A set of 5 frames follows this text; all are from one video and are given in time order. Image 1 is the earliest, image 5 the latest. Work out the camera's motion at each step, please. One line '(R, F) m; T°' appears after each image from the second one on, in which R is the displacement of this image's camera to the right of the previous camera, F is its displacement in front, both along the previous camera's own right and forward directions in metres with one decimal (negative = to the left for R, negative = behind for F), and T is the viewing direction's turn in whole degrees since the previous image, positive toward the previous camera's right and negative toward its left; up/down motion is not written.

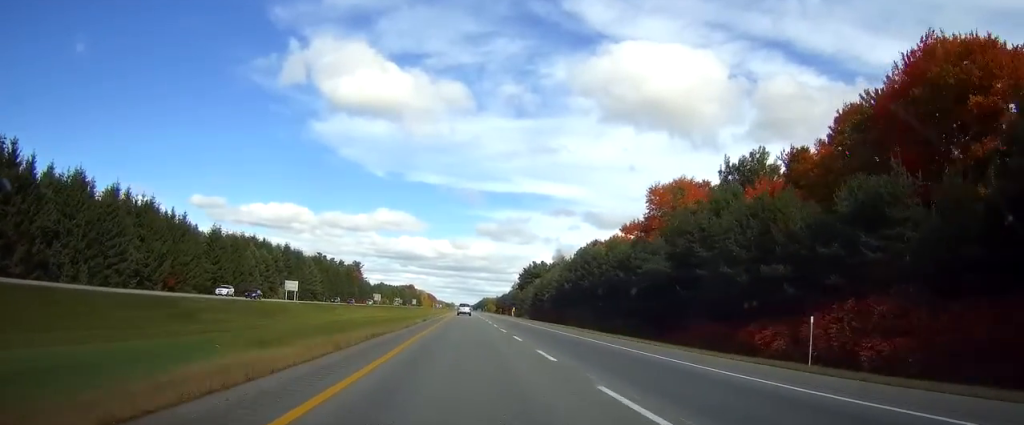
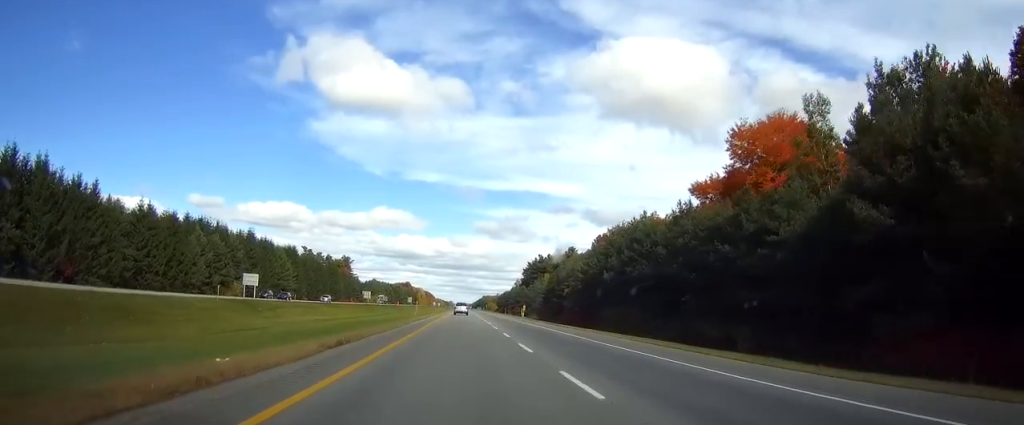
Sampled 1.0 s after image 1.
(+0.1, +33.7) m; 0°
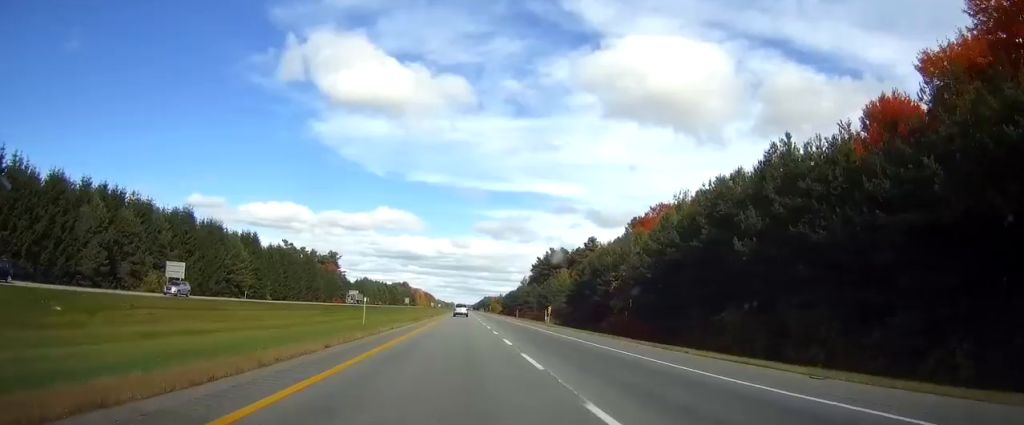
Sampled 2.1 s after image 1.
(+0.1, +40.6) m; 0°
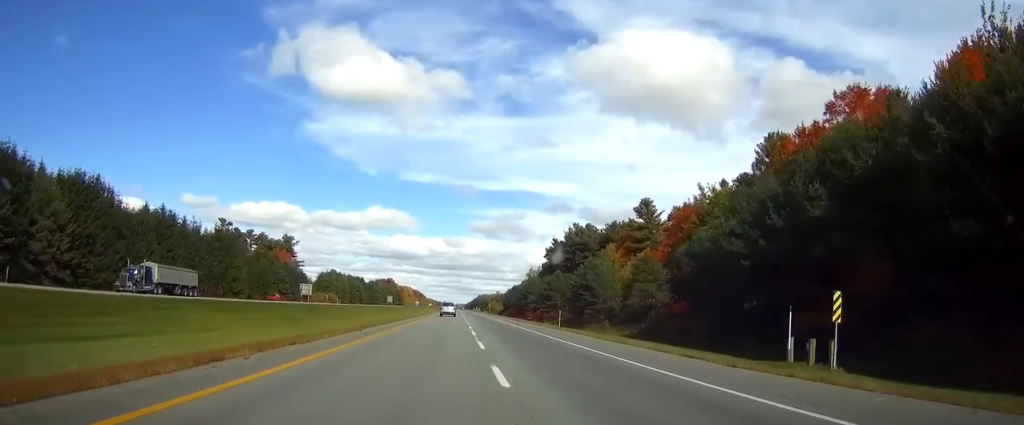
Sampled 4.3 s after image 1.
(0.0, +76.3) m; 0°
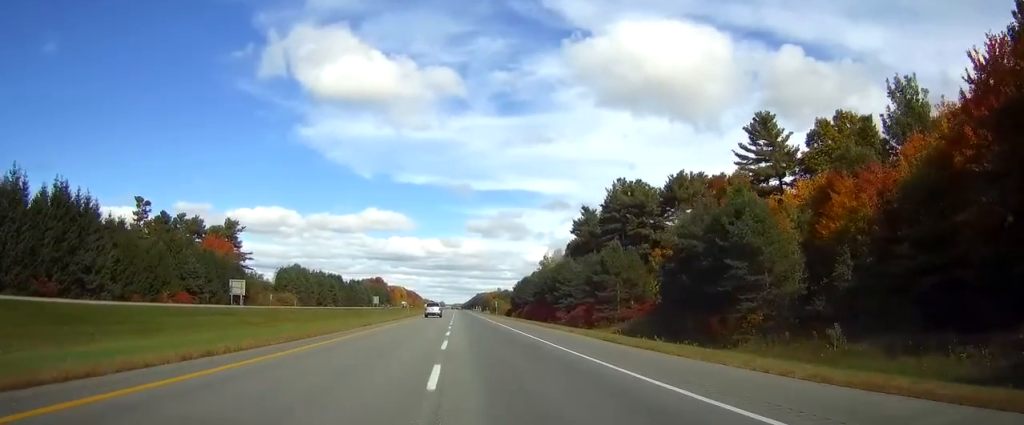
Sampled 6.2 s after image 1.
(0.0, +64.3) m; 0°
